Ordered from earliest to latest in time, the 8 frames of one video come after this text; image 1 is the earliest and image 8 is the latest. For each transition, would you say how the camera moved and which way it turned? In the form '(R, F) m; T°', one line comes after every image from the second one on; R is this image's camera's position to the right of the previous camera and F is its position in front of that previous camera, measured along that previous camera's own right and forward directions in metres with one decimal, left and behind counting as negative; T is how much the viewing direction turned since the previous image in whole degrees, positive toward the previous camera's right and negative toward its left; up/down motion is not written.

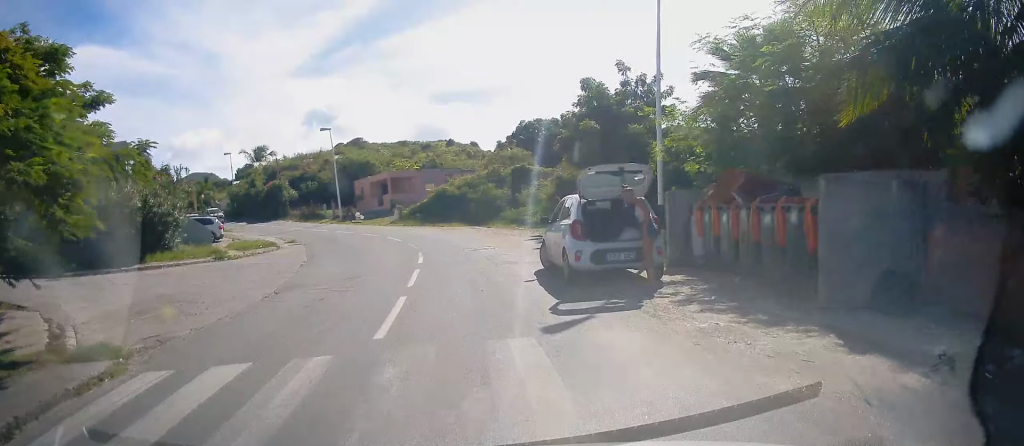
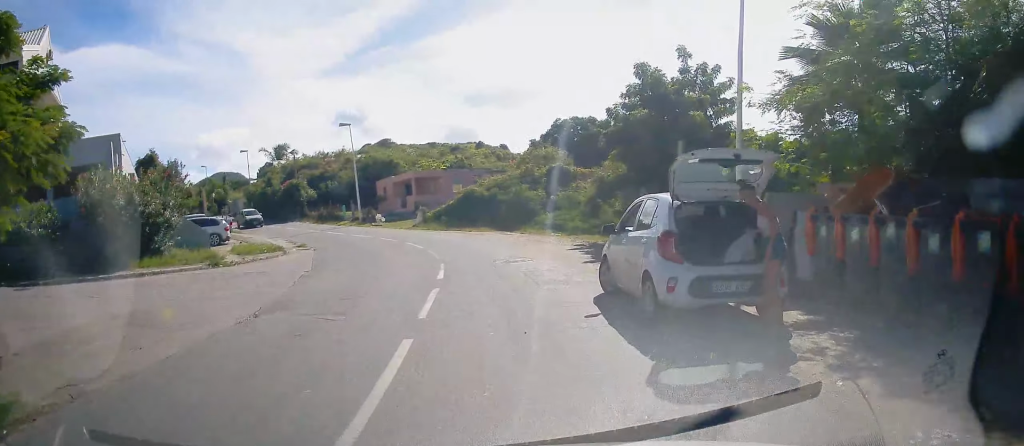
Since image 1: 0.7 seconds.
(0.0, +3.1) m; 0°
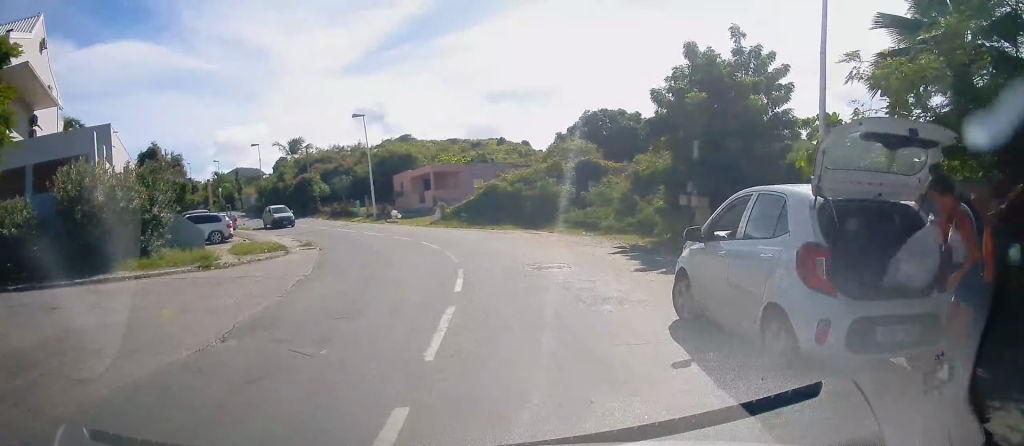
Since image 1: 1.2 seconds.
(0.0, +2.5) m; 0°
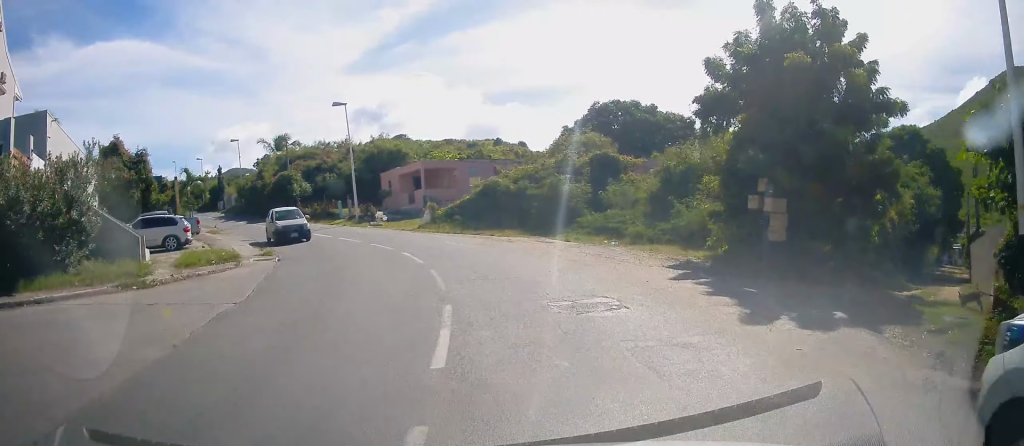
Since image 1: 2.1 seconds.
(0.0, +4.8) m; 0°
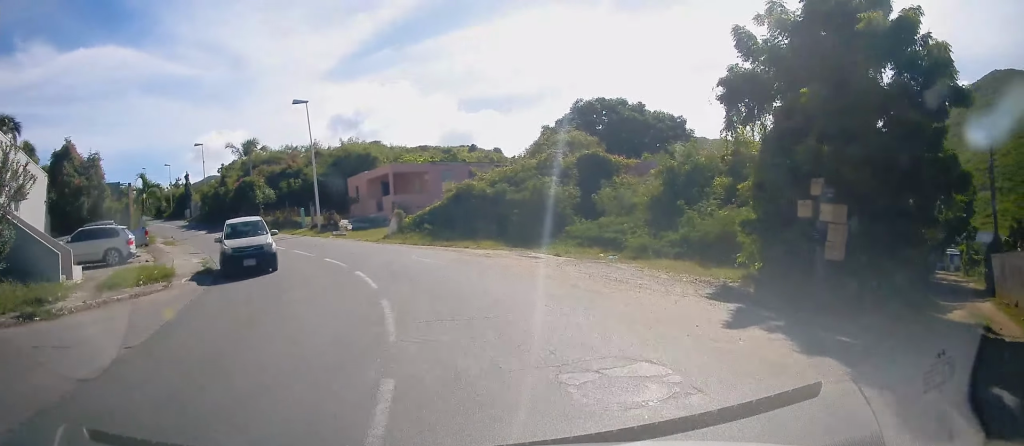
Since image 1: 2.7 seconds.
(0.0, +3.4) m; 0°
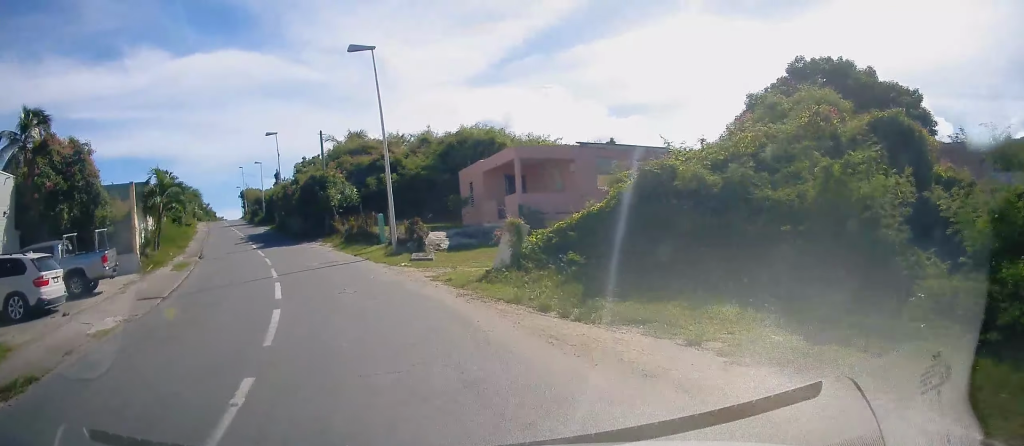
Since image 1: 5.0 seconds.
(0.0, +12.8) m; -7°
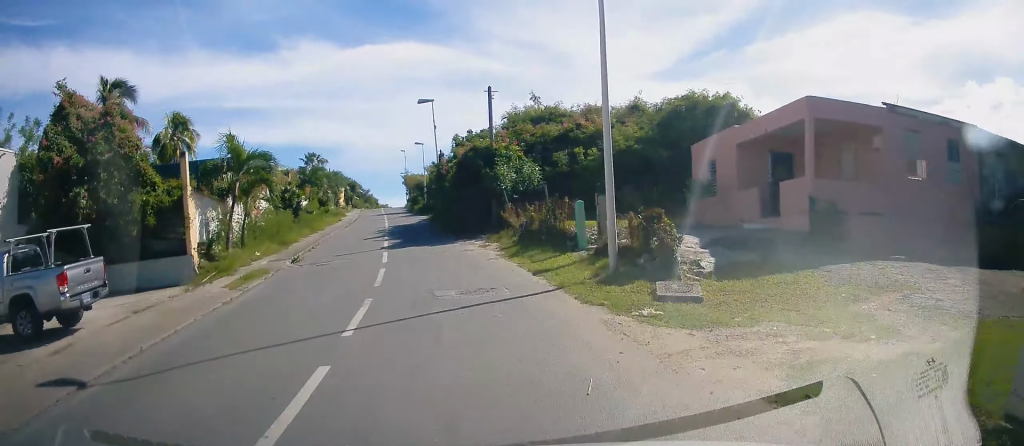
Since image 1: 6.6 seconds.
(-1.7, +8.8) m; -20°
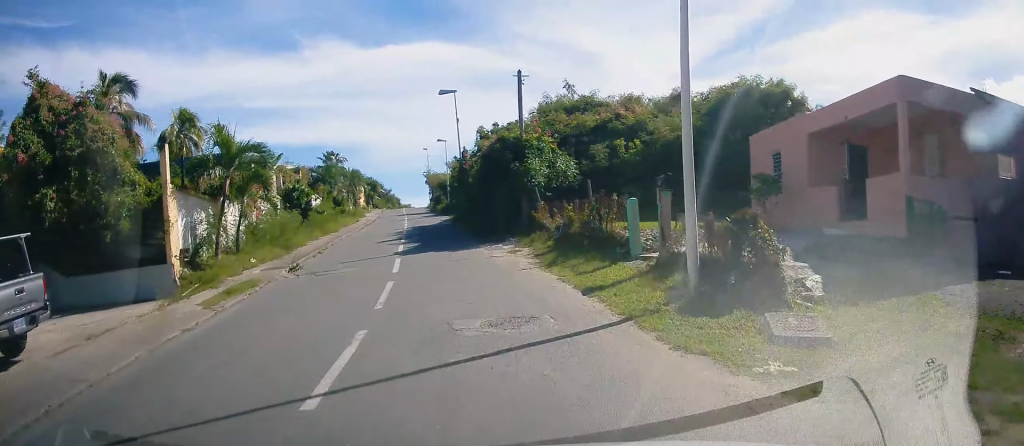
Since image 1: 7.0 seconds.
(-0.2, +2.6) m; -1°
